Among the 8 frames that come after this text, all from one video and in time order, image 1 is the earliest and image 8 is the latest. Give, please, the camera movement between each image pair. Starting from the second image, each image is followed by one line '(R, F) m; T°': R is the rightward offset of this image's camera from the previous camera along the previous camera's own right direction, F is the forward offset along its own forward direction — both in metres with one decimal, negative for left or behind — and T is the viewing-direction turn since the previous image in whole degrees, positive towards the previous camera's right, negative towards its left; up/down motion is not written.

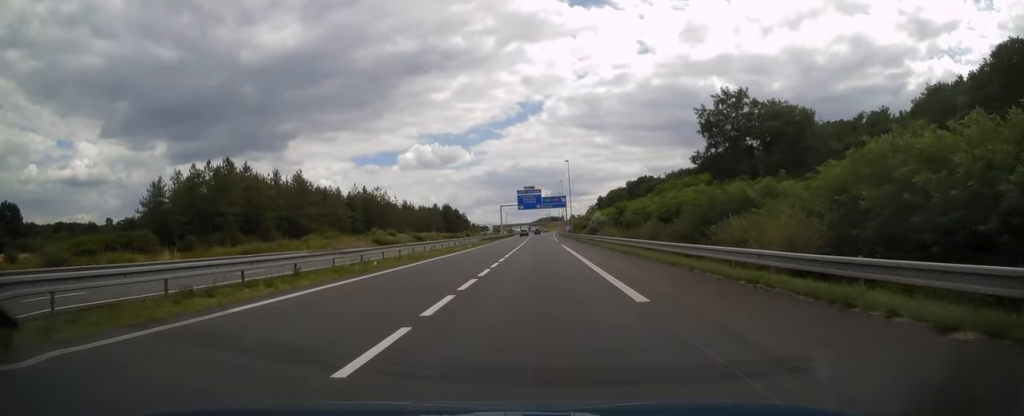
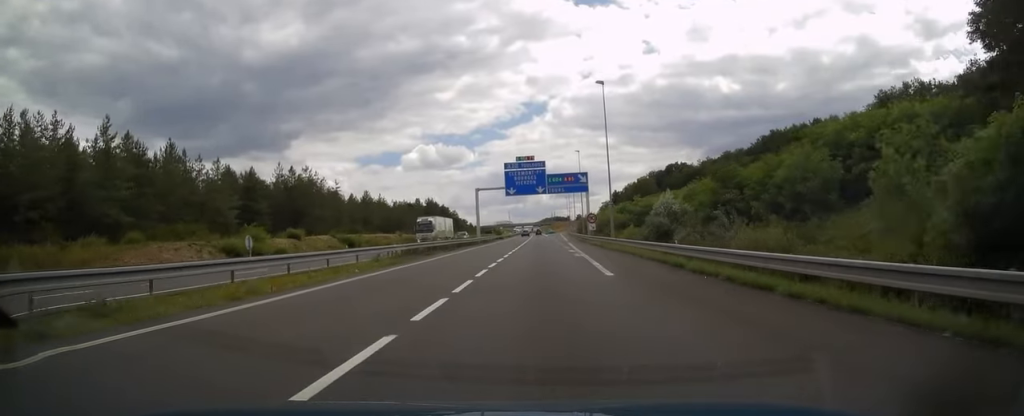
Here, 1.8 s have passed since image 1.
(0.0, +52.4) m; 0°
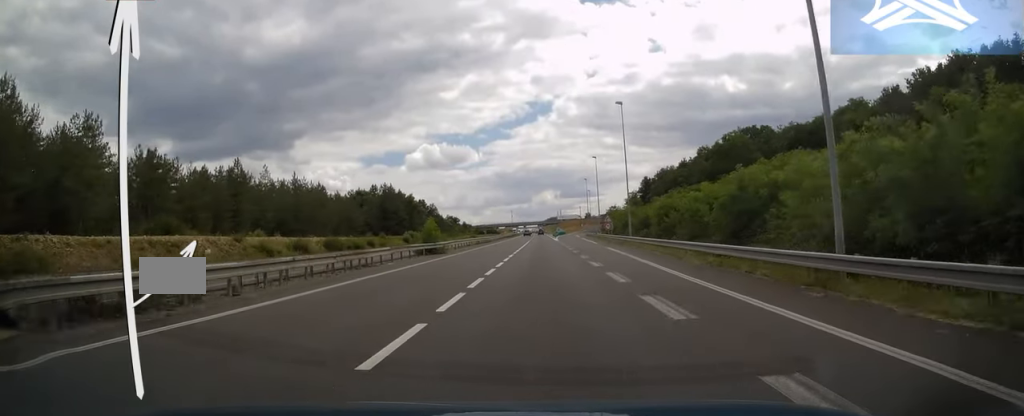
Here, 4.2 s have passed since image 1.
(-0.7, +72.7) m; -1°
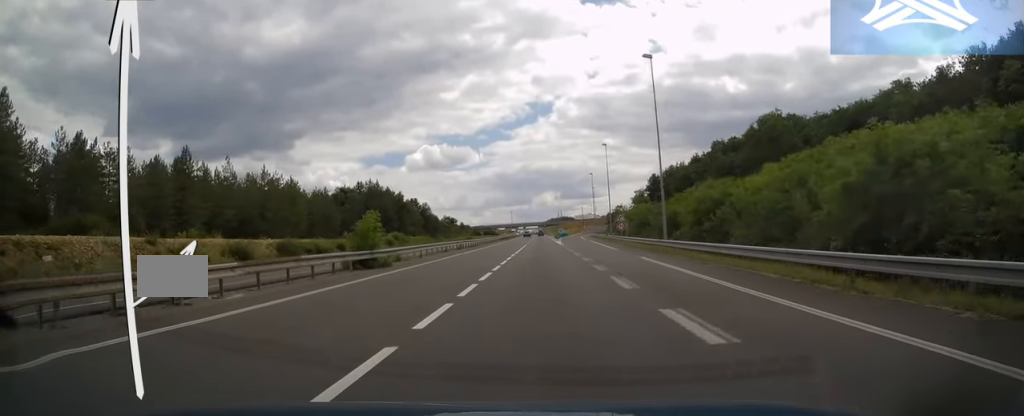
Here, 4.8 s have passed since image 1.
(0.0, +14.7) m; 0°
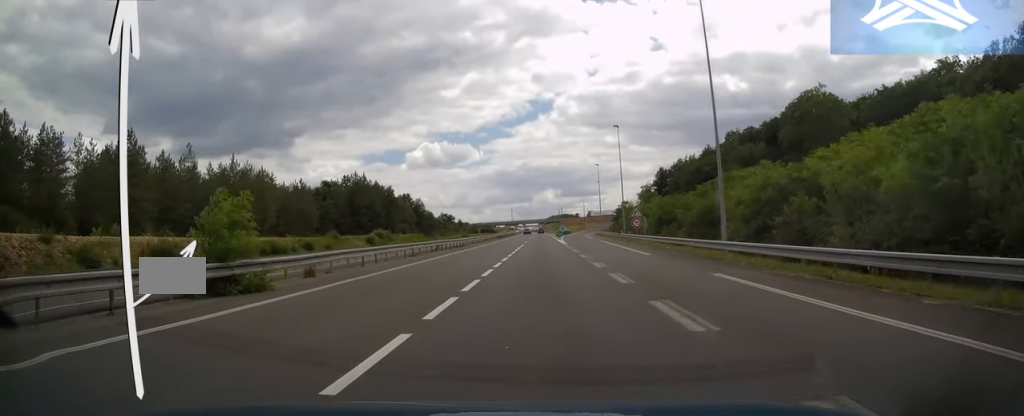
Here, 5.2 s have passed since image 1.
(-0.1, +12.3) m; 0°
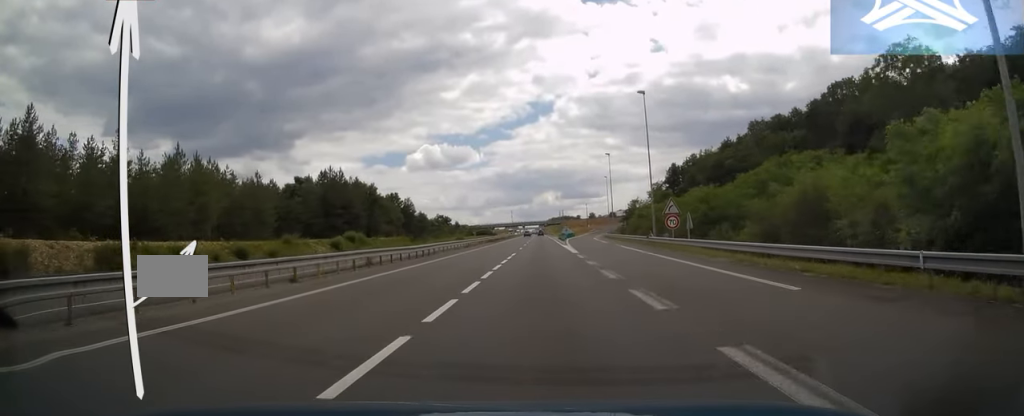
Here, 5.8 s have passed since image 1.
(-0.1, +17.2) m; 0°
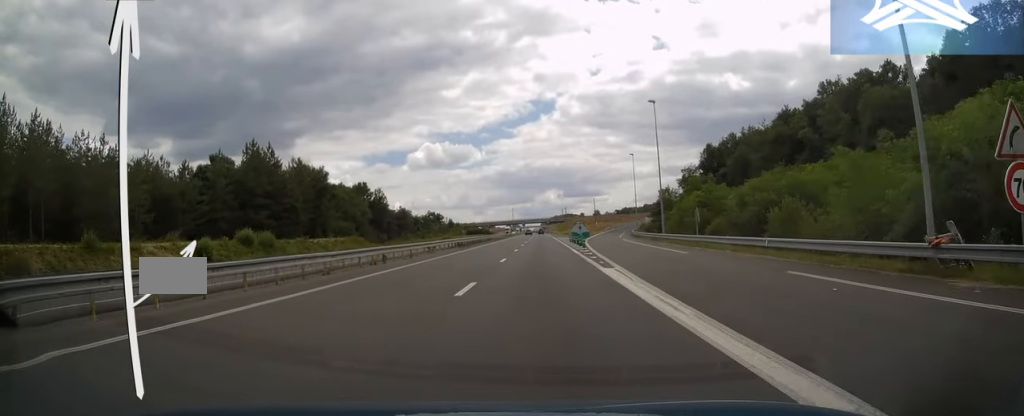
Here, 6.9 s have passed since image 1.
(0.0, +35.4) m; 0°
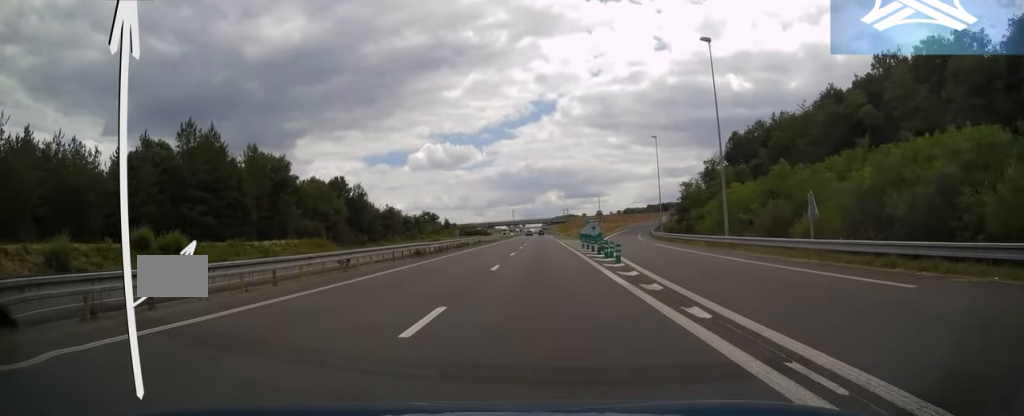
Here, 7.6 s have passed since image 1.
(0.0, +18.2) m; 0°
